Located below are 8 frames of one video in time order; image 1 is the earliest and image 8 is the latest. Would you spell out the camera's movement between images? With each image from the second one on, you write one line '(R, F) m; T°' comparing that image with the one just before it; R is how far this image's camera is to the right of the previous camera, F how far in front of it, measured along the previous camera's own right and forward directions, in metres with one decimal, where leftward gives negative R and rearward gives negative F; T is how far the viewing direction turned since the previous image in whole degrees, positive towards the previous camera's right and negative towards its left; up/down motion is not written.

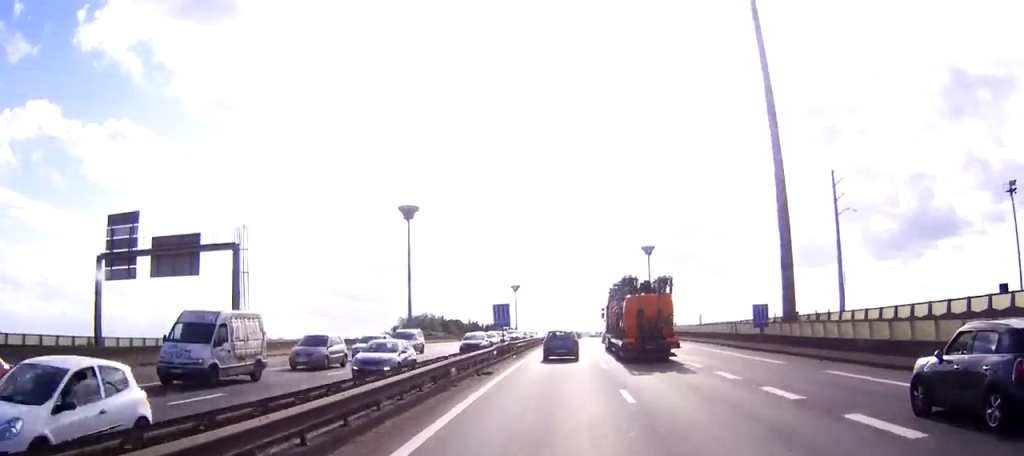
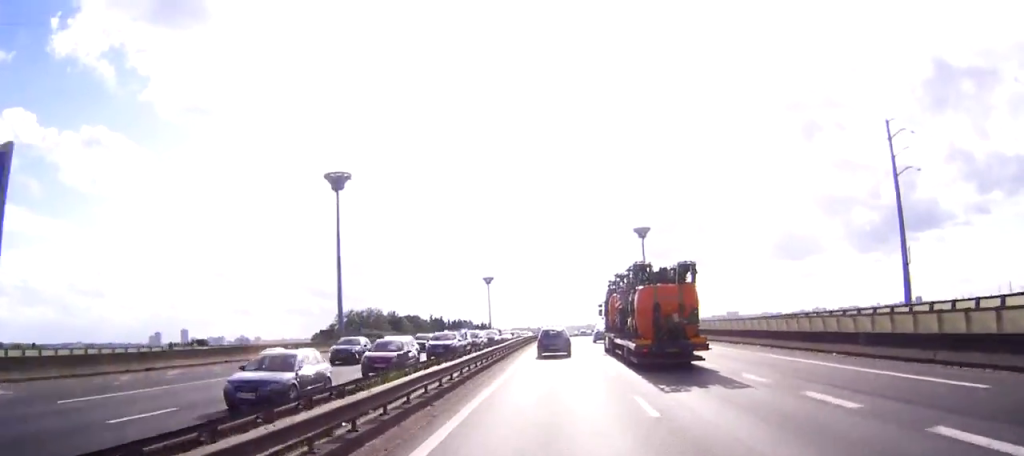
(+1.1, +40.3) m; +3°
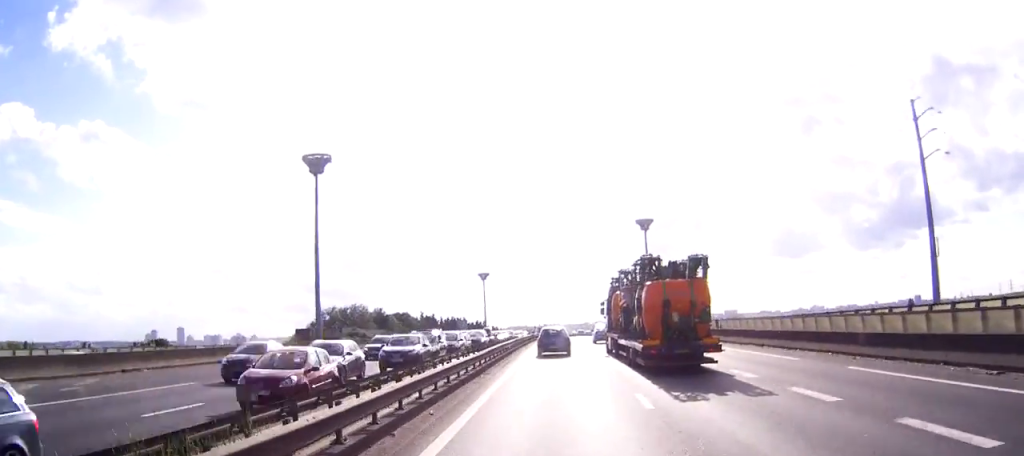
(+0.1, +11.1) m; 0°
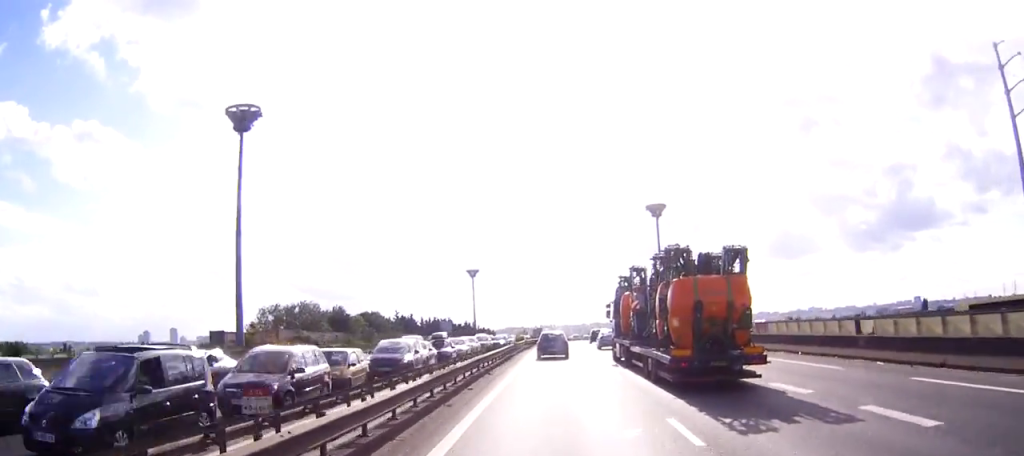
(+0.2, +29.2) m; 0°
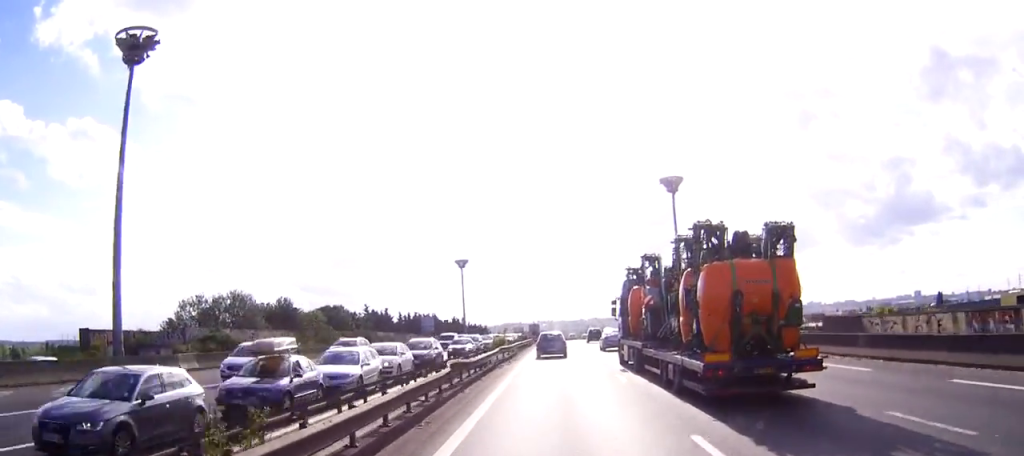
(0.0, +26.9) m; 0°
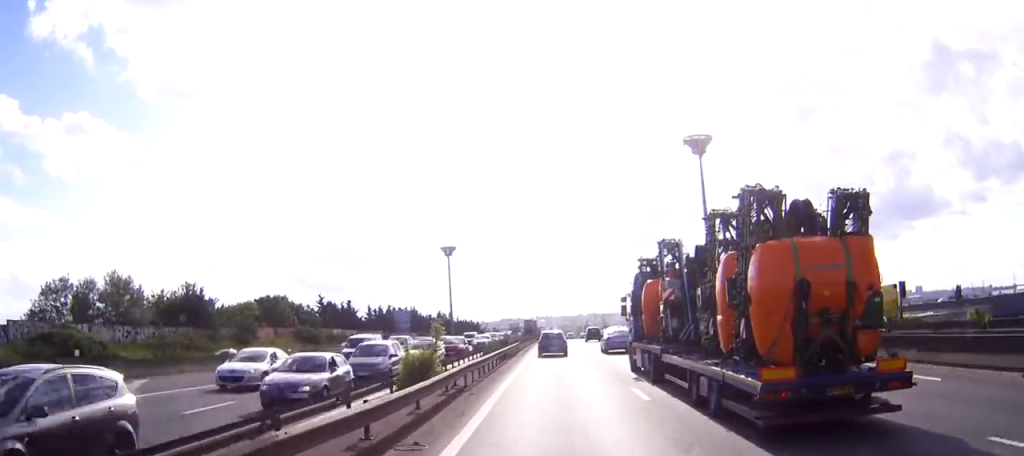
(0.0, +29.2) m; 0°
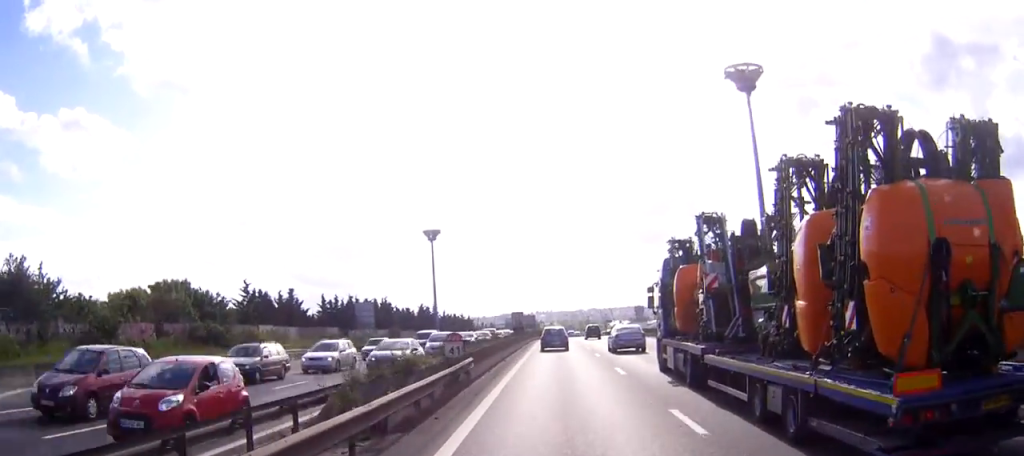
(-0.1, +30.9) m; 0°
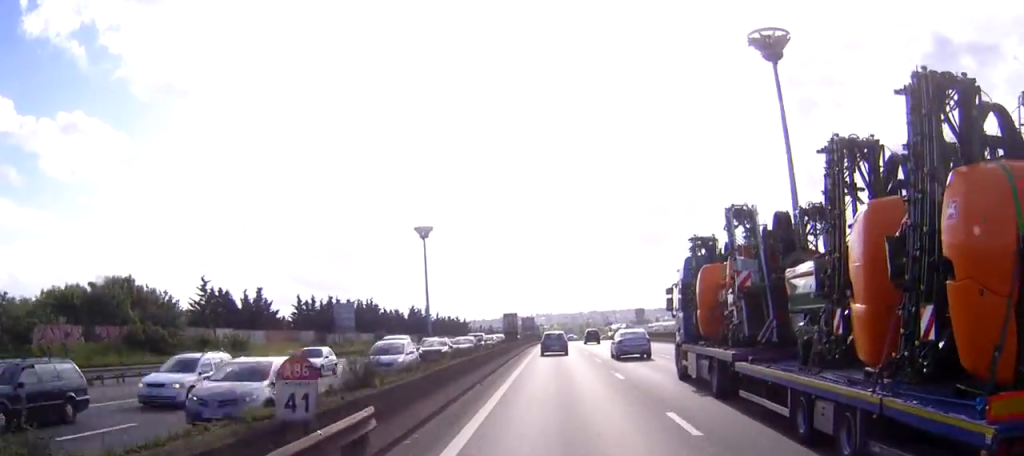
(0.0, +11.9) m; 0°
